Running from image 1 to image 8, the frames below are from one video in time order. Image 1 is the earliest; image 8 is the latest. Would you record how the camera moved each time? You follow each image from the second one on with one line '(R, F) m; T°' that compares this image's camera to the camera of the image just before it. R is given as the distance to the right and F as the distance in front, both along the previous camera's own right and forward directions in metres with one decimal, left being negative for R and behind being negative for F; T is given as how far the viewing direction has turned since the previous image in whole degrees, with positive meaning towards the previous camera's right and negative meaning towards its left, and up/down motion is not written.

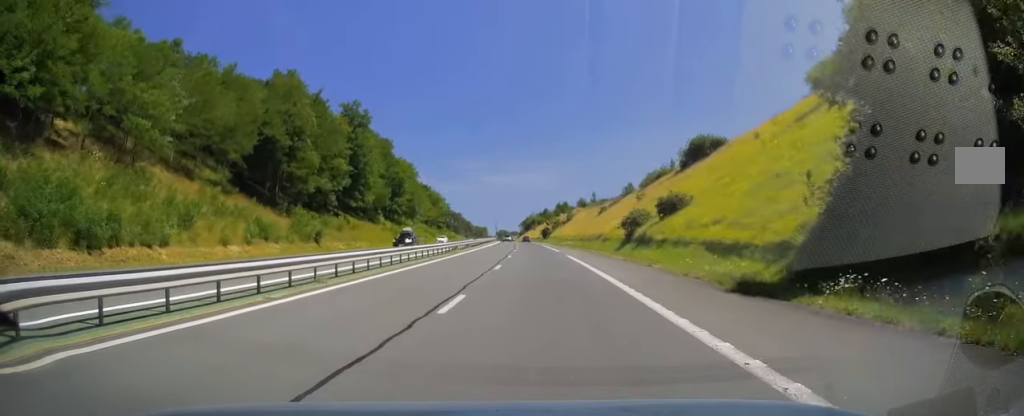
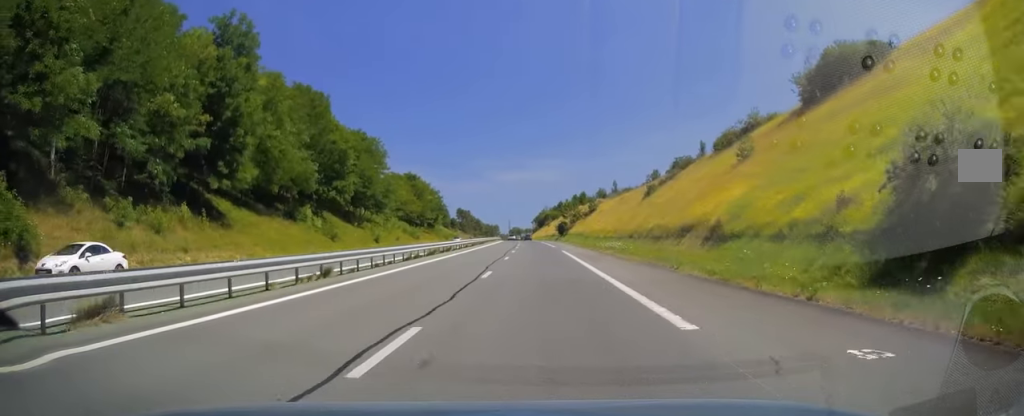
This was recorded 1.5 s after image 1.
(-0.4, +43.4) m; -1°
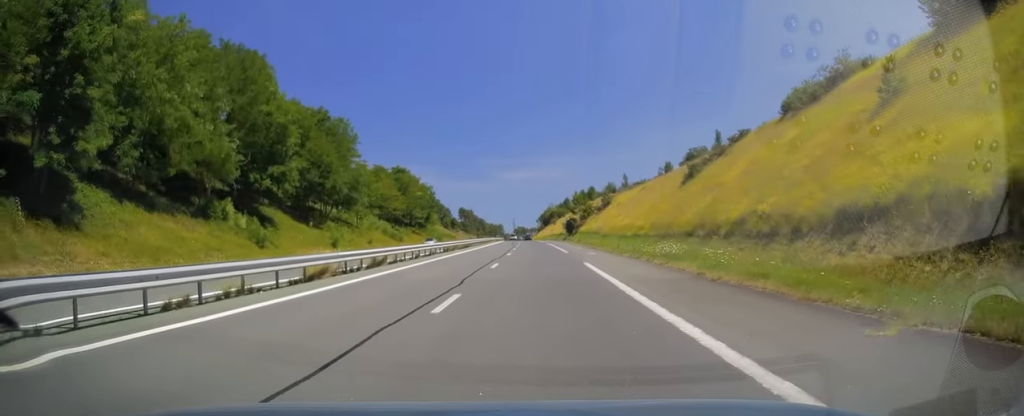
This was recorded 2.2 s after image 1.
(-0.3, +21.2) m; -1°
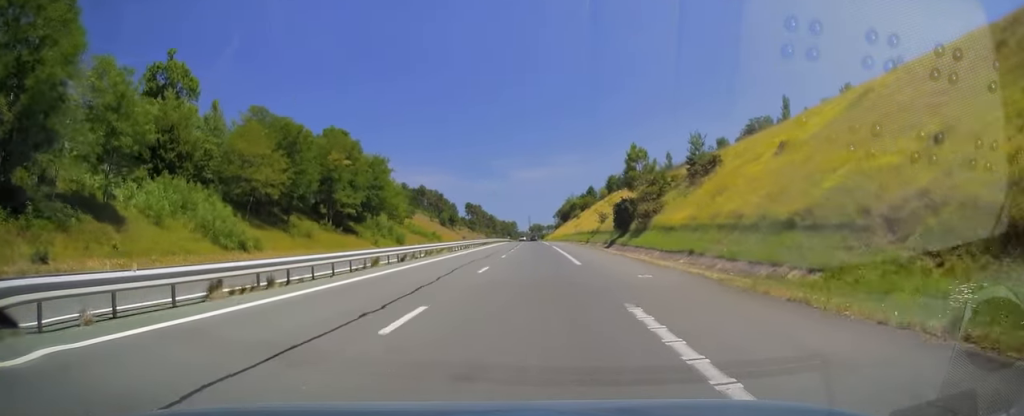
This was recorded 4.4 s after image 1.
(-0.6, +66.8) m; -2°
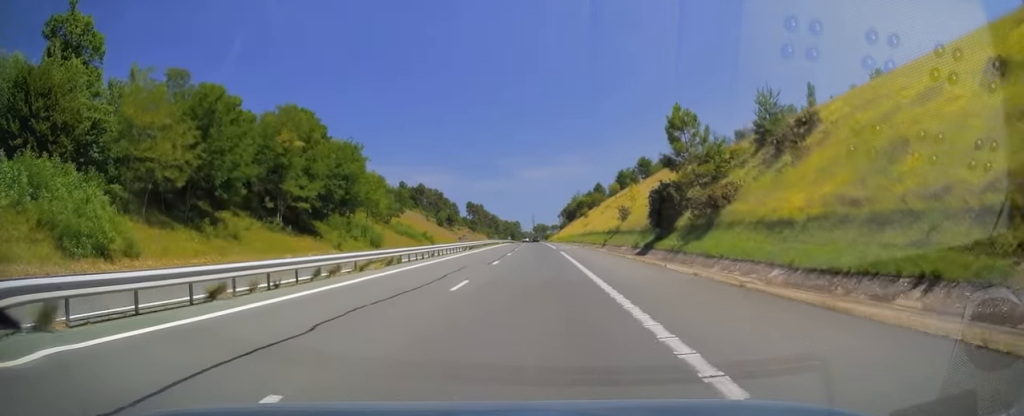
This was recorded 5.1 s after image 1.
(-0.3, +19.4) m; -1°
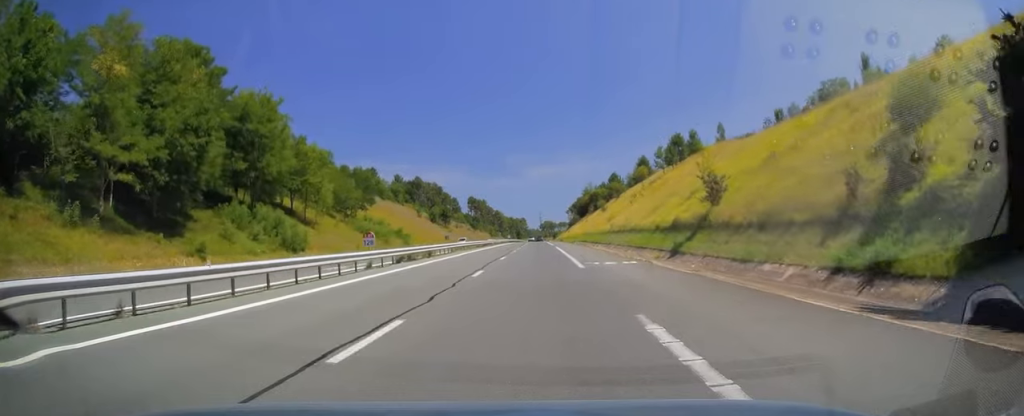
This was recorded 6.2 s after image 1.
(-0.2, +34.2) m; 0°
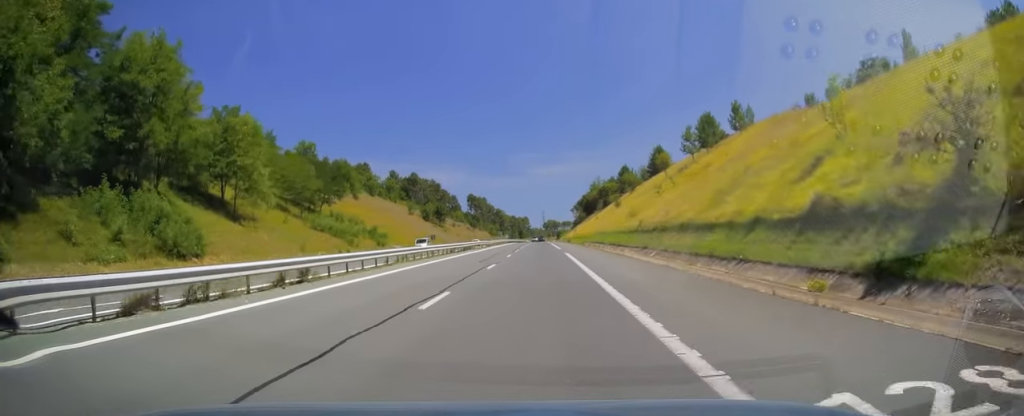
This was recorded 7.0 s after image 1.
(0.0, +21.3) m; 0°
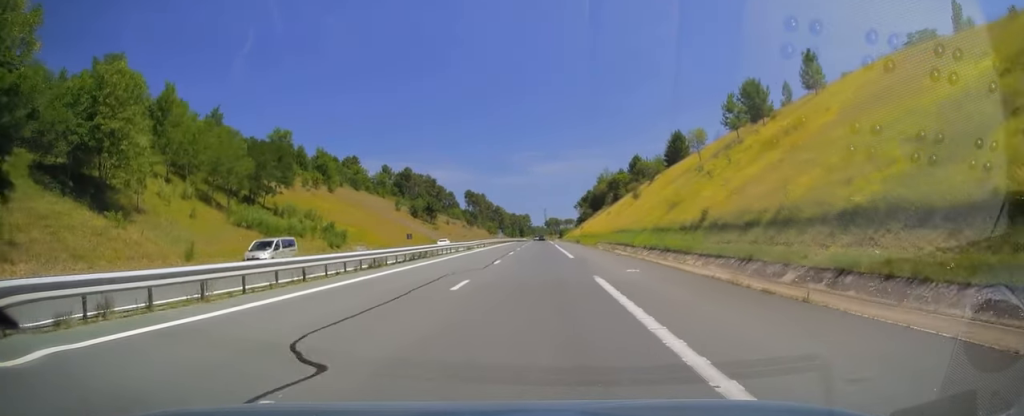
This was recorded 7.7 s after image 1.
(0.0, +22.3) m; 0°
